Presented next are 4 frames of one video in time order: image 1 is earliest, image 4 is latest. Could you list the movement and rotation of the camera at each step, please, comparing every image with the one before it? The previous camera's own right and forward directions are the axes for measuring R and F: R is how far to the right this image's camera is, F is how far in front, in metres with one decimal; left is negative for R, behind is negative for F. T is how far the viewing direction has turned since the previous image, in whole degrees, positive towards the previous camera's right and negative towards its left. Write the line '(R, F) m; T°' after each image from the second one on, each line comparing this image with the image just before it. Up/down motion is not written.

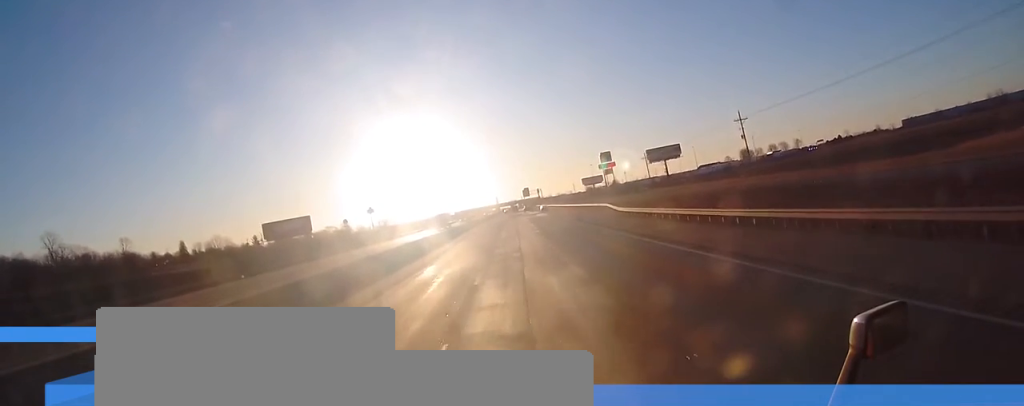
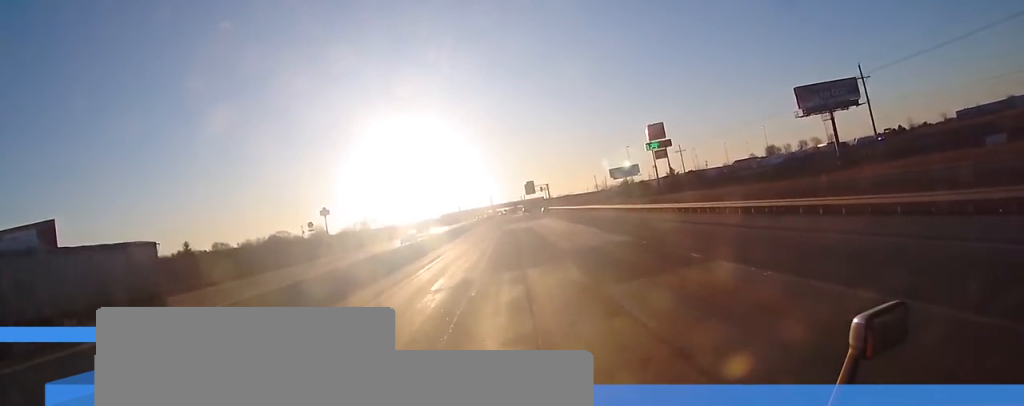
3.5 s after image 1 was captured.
(+0.5, +100.2) m; 0°
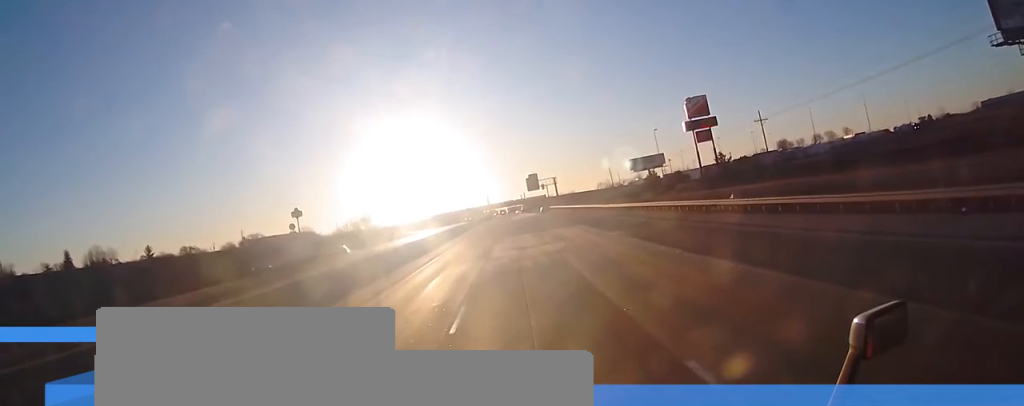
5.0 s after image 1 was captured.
(-0.1, +41.4) m; 0°
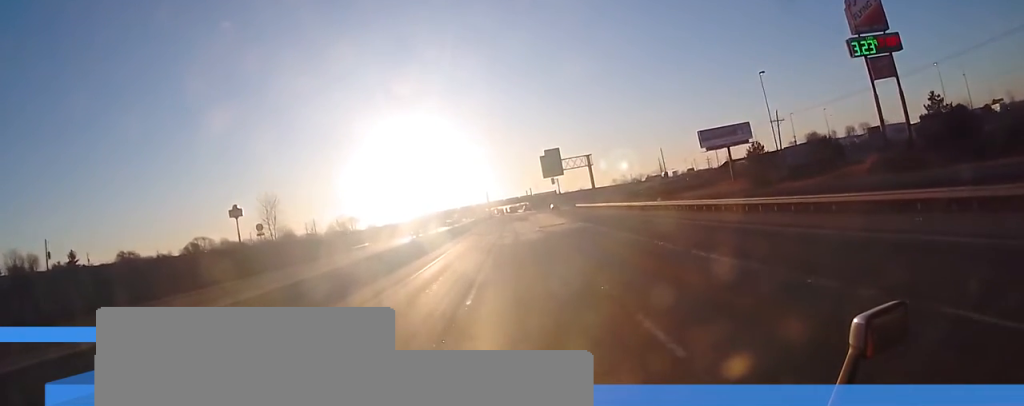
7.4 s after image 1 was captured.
(+0.2, +69.3) m; +1°
